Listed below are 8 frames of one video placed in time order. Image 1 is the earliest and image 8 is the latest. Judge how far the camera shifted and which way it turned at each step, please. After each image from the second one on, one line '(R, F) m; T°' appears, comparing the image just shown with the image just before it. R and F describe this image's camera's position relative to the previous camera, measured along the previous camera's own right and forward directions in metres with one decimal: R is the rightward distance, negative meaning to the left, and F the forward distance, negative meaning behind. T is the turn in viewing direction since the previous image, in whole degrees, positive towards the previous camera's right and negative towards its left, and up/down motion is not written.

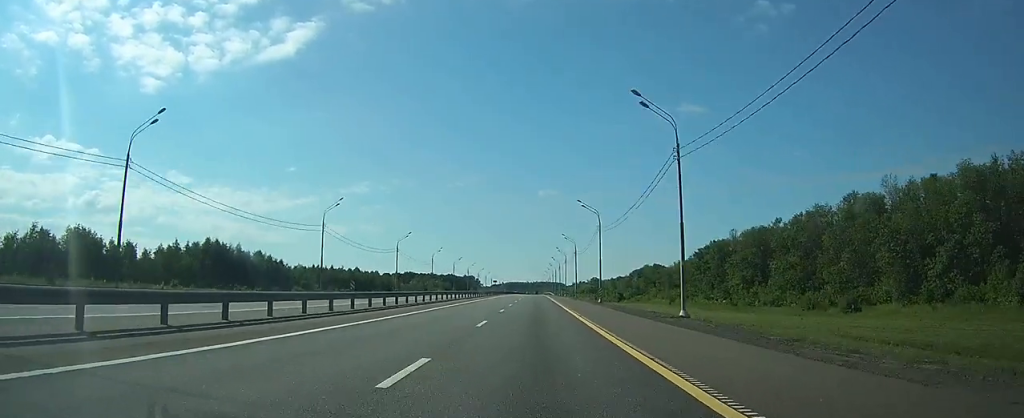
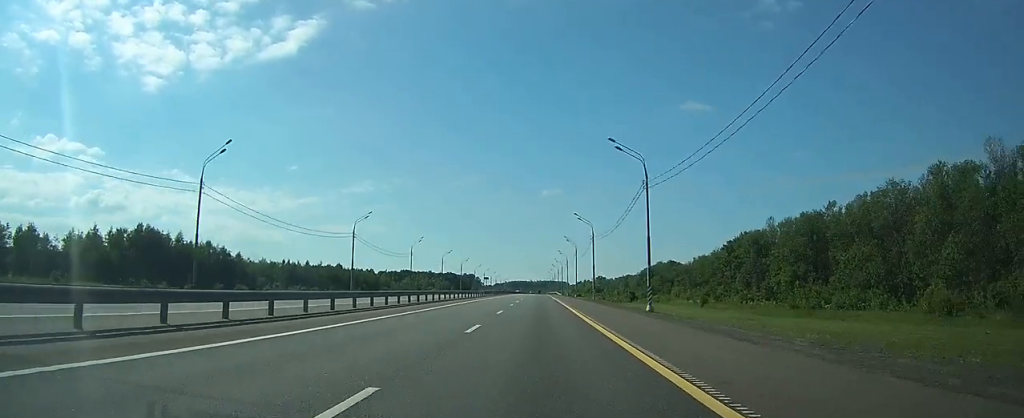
(0.0, +26.4) m; 0°
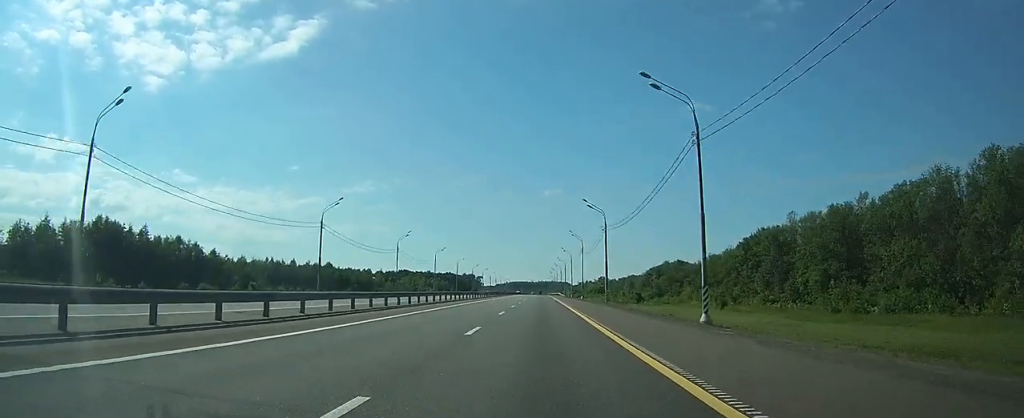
(0.0, +12.2) m; 0°
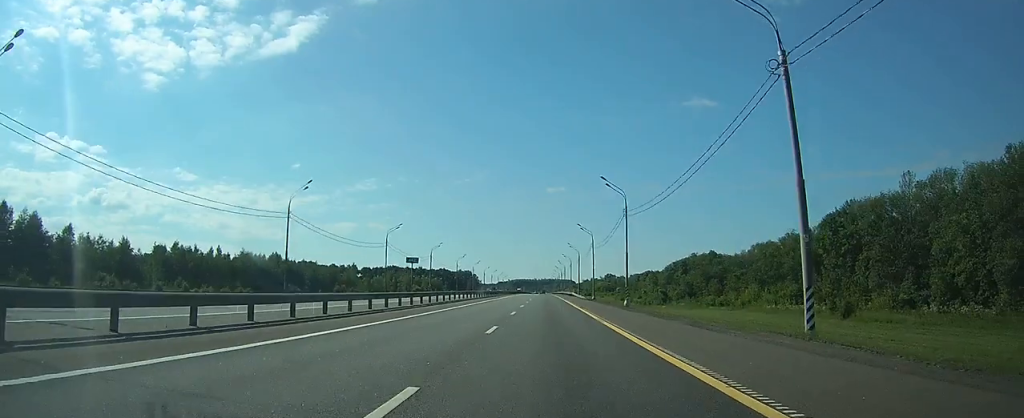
(+0.3, +46.2) m; +1°
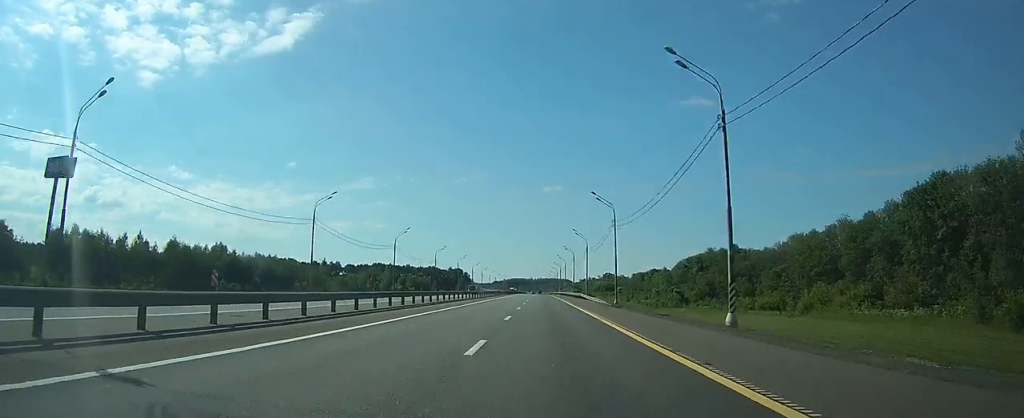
(0.0, +29.1) m; 0°
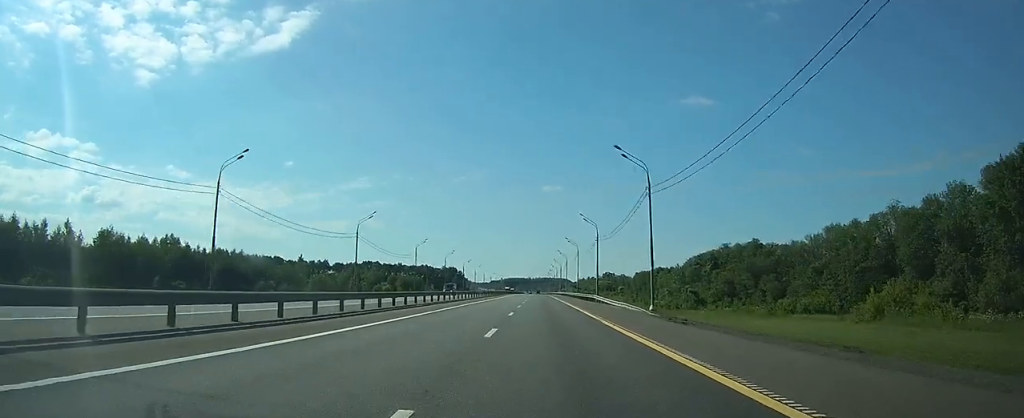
(0.0, +19.8) m; 0°
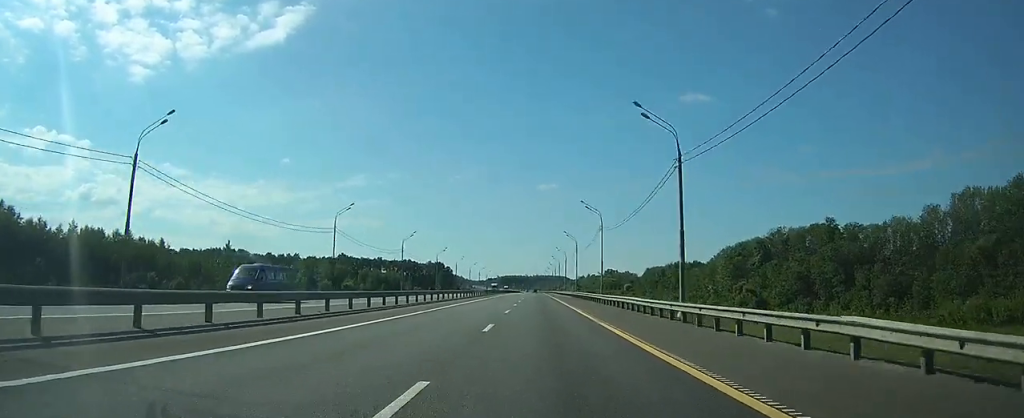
(+0.1, +45.9) m; 0°
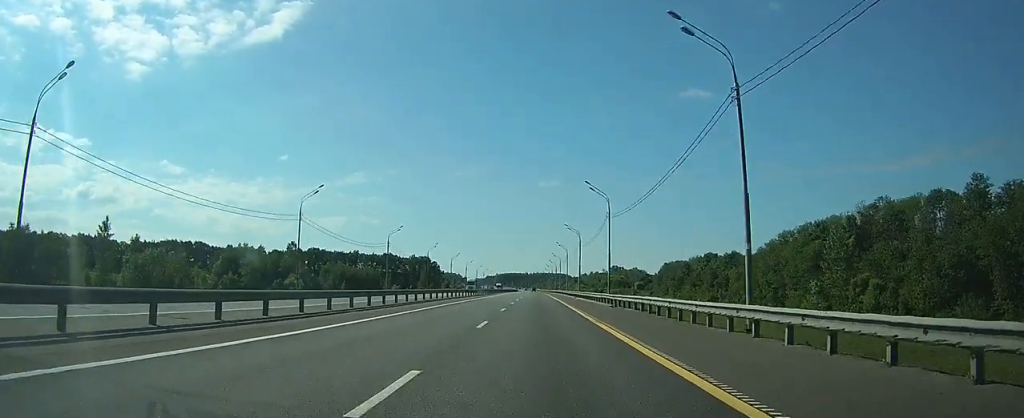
(+0.2, +47.1) m; 0°
